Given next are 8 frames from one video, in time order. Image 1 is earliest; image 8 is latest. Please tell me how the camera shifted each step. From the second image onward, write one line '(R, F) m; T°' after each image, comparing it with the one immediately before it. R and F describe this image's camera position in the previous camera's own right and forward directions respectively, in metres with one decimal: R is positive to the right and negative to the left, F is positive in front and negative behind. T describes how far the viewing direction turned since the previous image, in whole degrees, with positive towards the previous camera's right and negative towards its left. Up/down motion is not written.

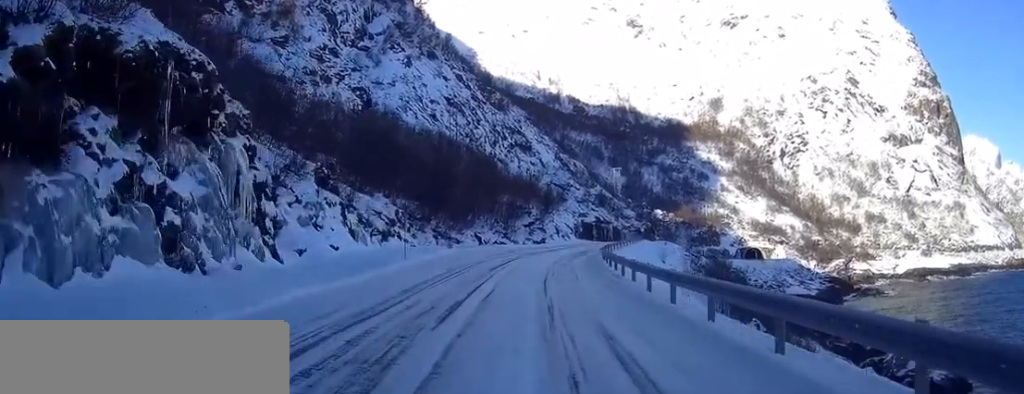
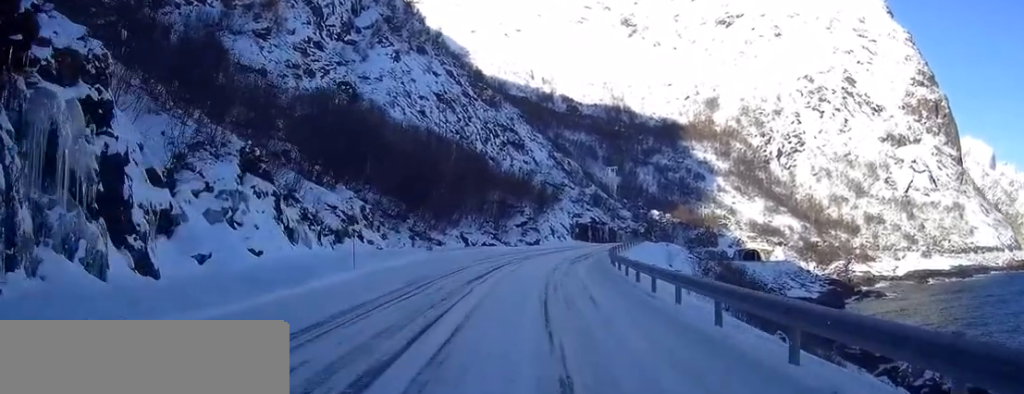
(0.0, +8.7) m; +1°
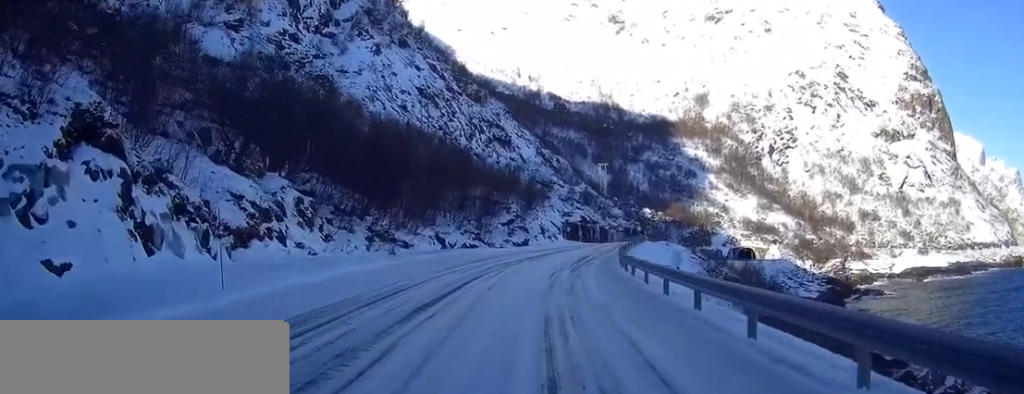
(+0.1, +10.3) m; +1°
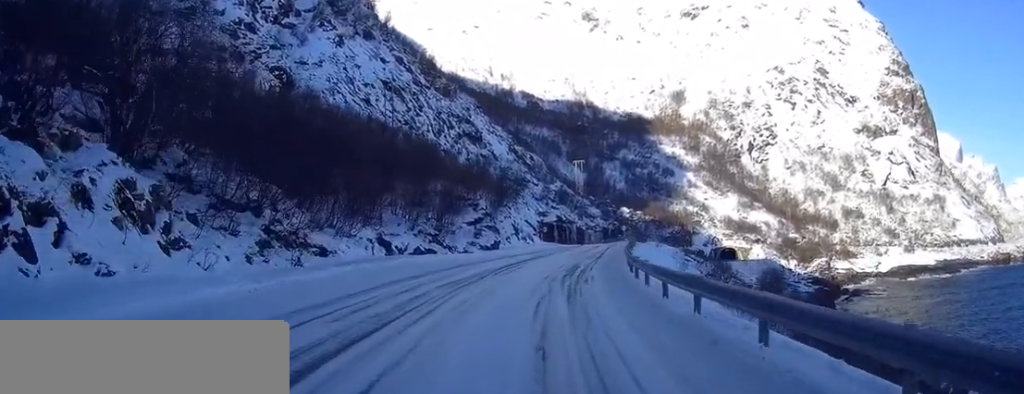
(+0.2, +13.5) m; +2°
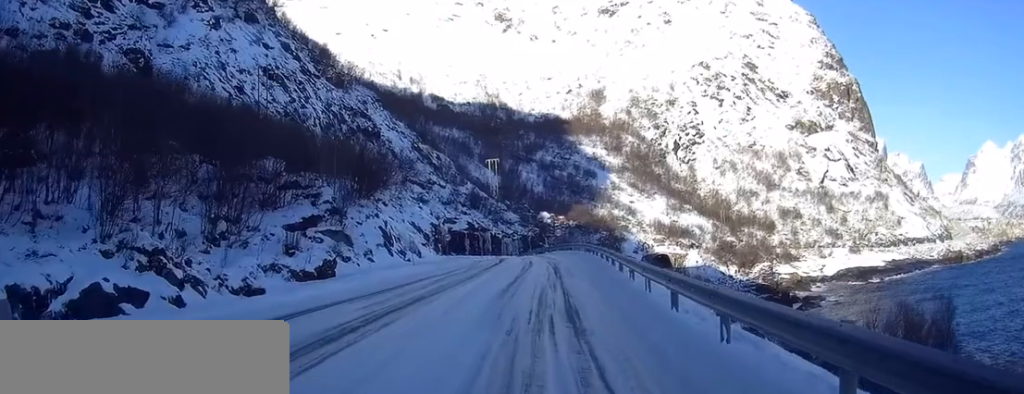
(+1.6, +32.3) m; +5°
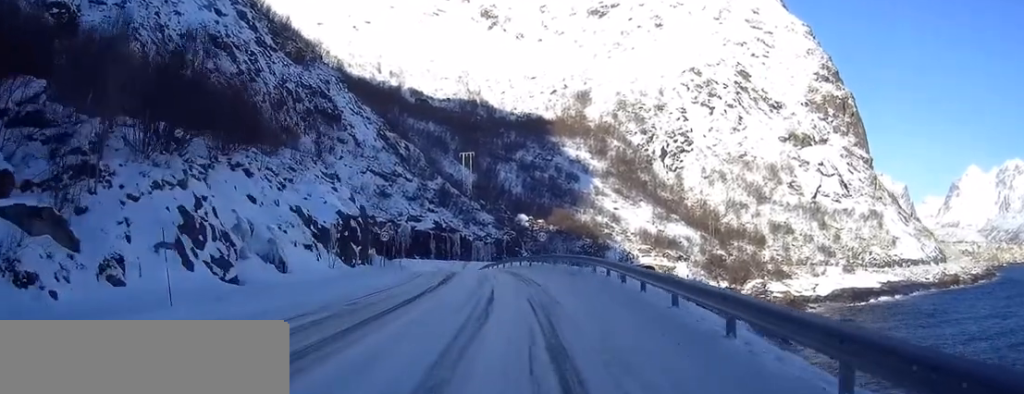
(+0.4, +23.5) m; +1°
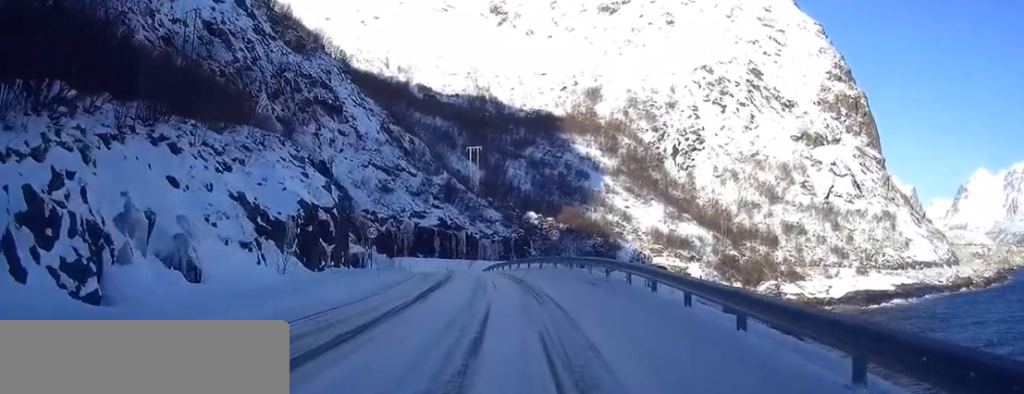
(0.0, +7.8) m; -1°
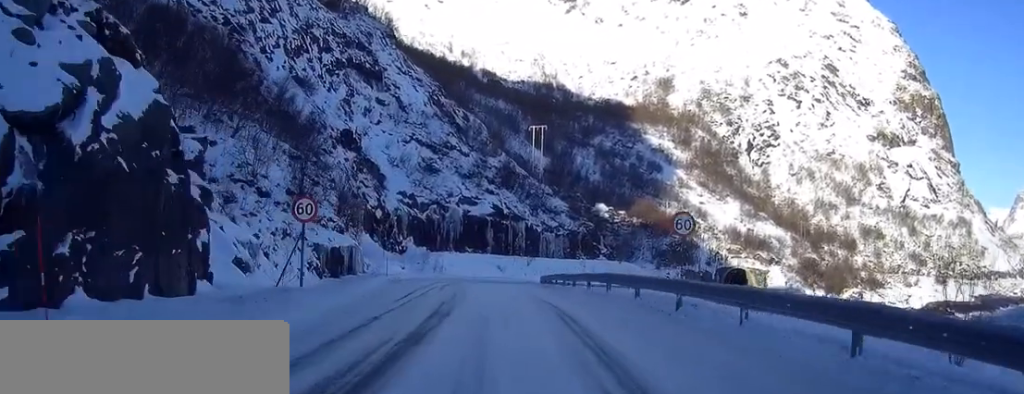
(-0.9, +25.9) m; -5°
